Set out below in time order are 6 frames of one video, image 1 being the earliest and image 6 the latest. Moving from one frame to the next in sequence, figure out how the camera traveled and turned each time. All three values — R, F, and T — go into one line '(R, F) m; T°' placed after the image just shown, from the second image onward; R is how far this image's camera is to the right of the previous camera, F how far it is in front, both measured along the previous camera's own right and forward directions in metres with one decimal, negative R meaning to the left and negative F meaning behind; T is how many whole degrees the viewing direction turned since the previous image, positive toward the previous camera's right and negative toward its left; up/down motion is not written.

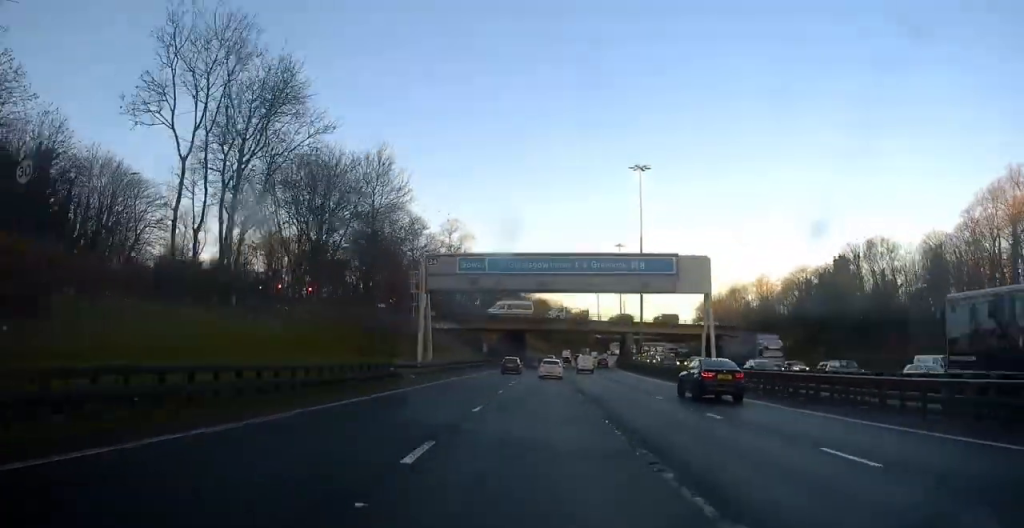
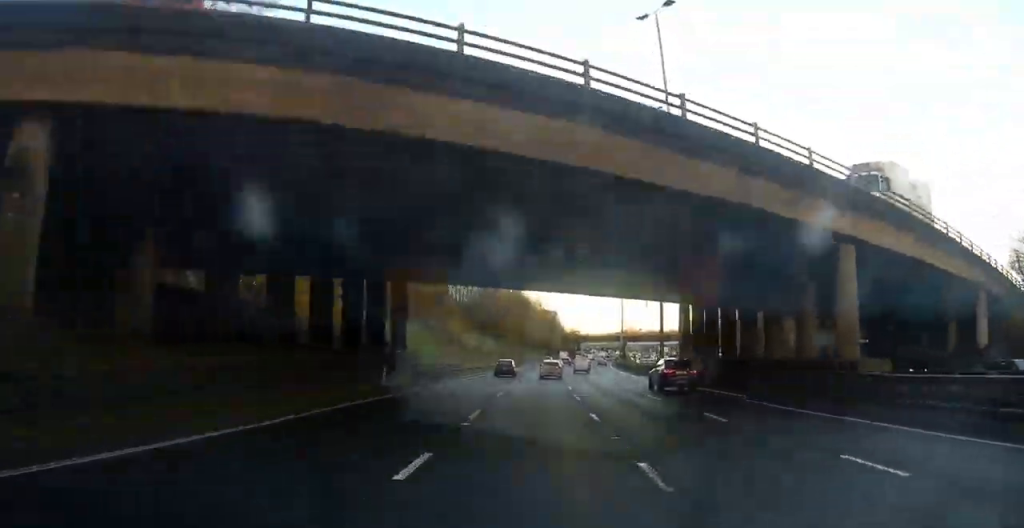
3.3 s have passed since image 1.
(+2.2, +79.0) m; +3°
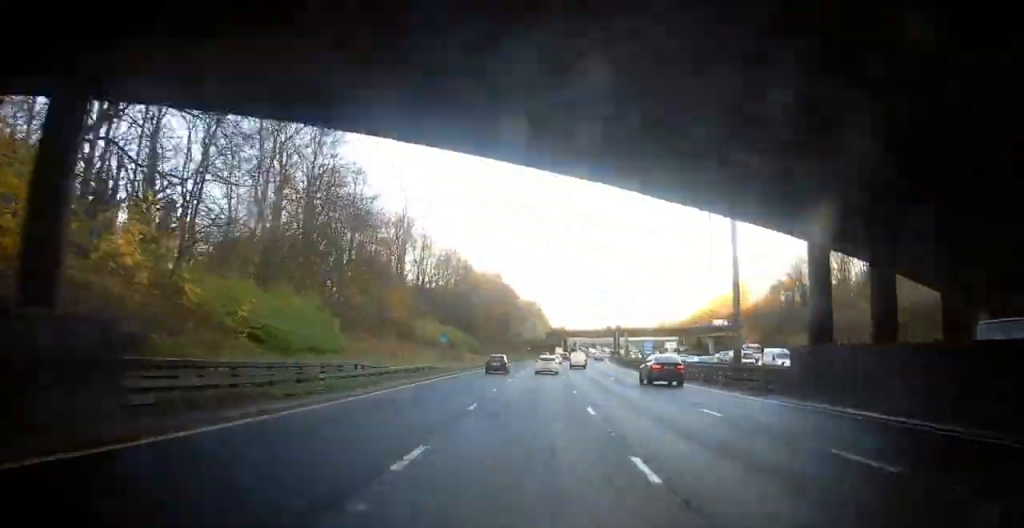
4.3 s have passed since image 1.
(+0.1, +26.2) m; +1°
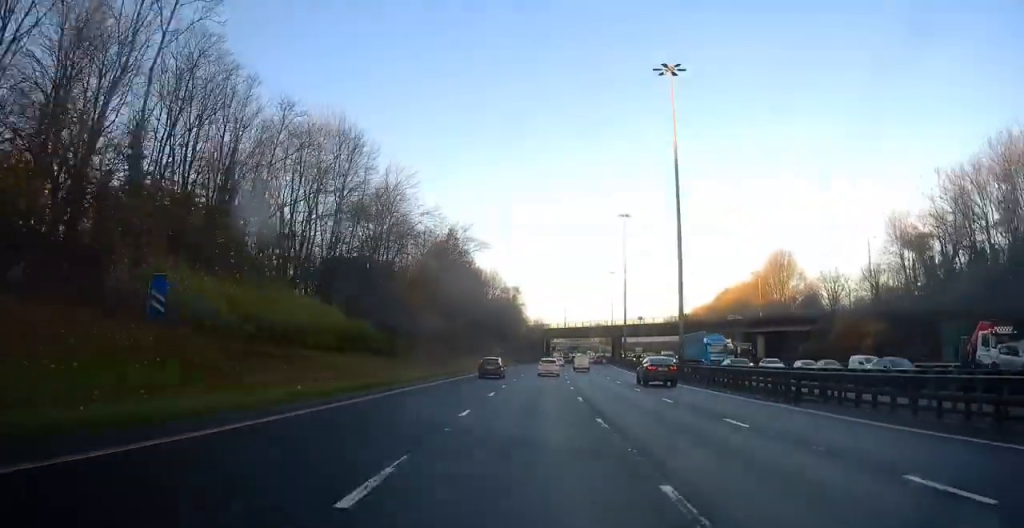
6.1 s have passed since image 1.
(+1.3, +46.6) m; +3°
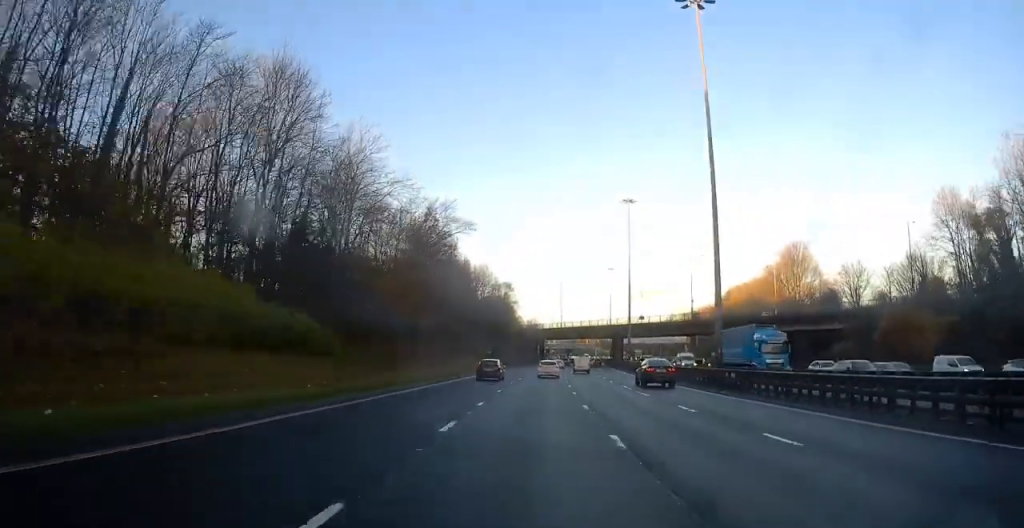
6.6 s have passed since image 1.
(+0.1, +12.2) m; 0°
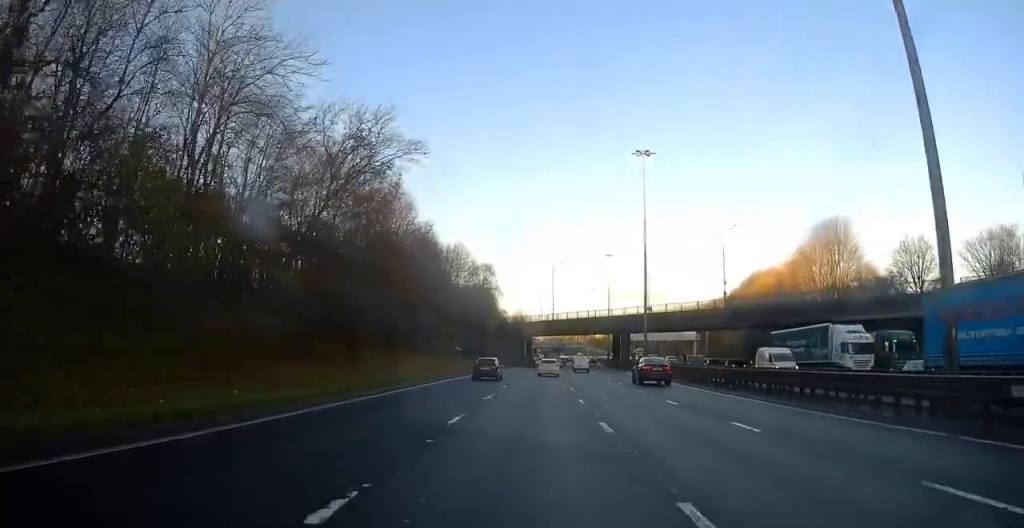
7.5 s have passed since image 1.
(0.0, +24.2) m; +1°
